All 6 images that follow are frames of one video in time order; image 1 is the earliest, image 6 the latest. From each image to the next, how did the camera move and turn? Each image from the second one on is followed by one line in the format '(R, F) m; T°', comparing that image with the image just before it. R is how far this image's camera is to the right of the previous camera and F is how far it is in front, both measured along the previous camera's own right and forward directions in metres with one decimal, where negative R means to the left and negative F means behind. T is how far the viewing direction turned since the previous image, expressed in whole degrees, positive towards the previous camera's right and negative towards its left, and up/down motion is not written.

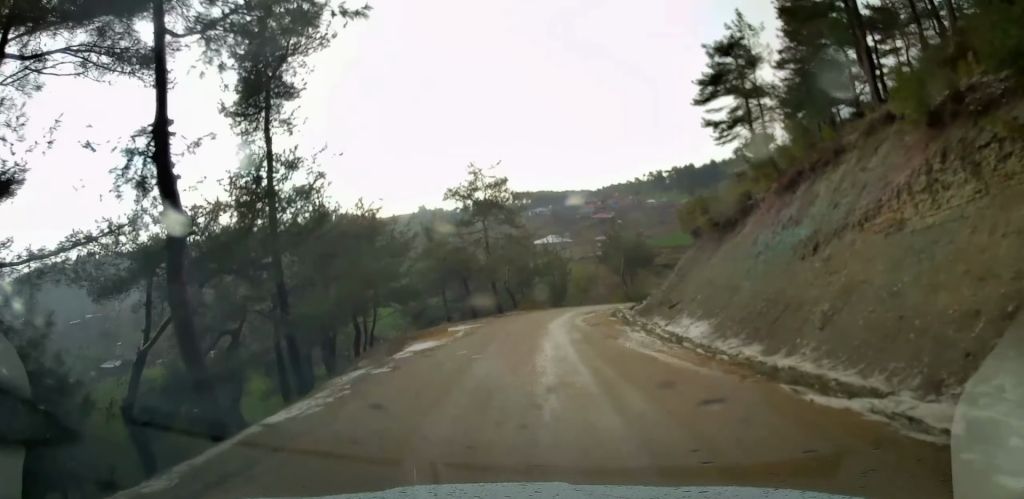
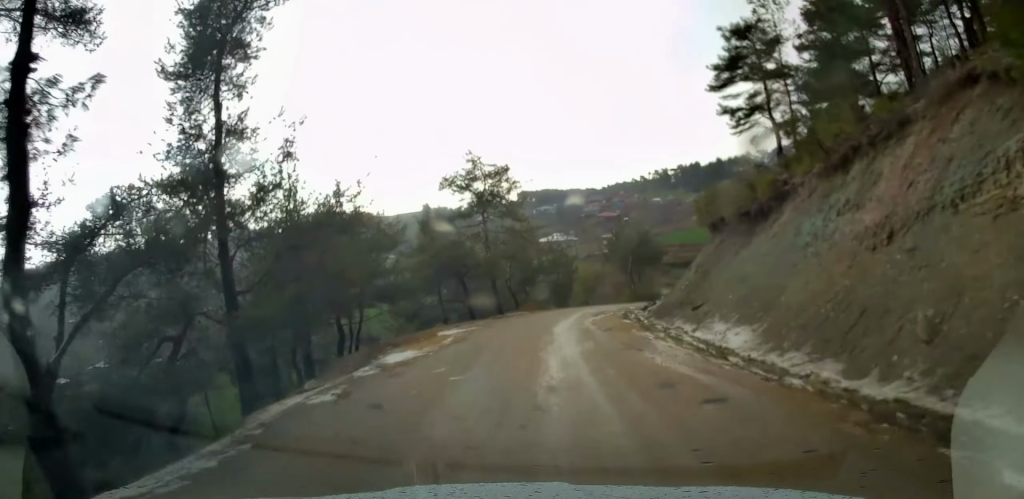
(+0.1, +3.4) m; -1°
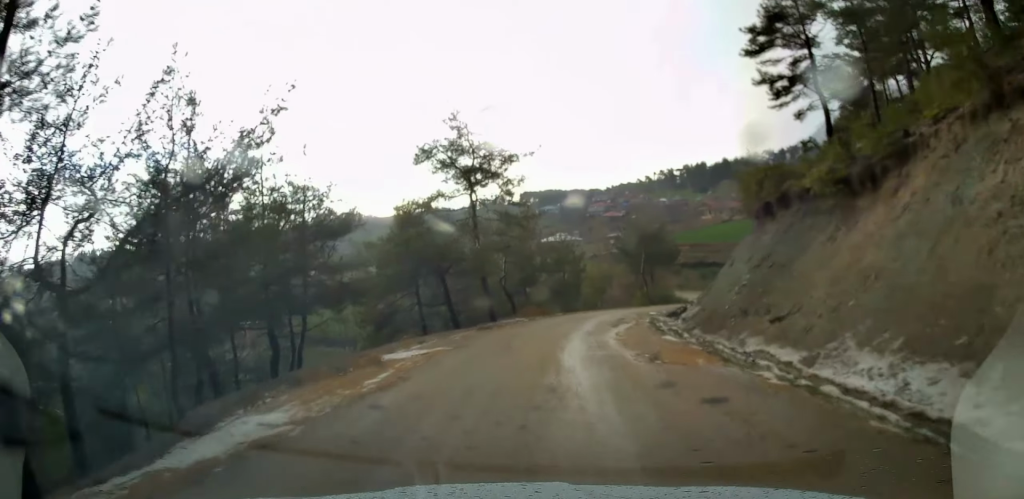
(-0.3, +7.7) m; -1°
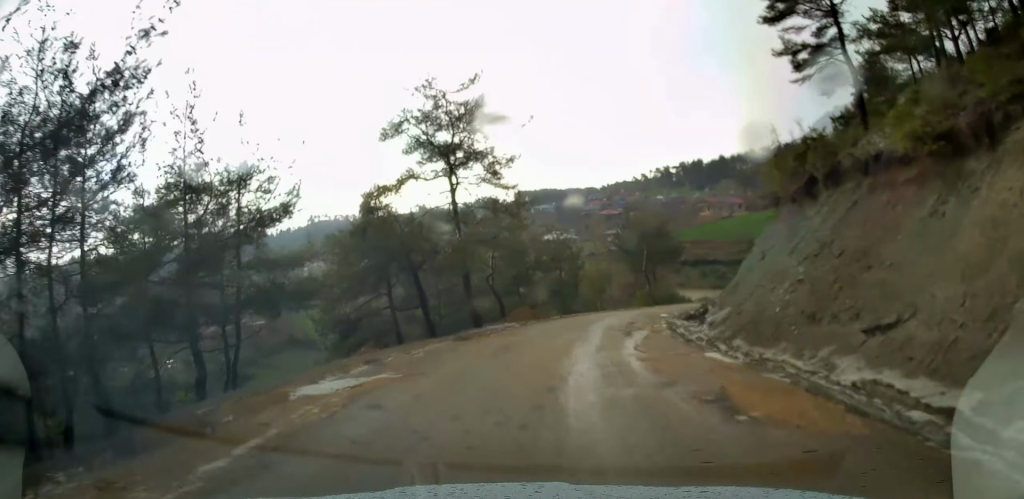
(+0.1, +4.8) m; +2°
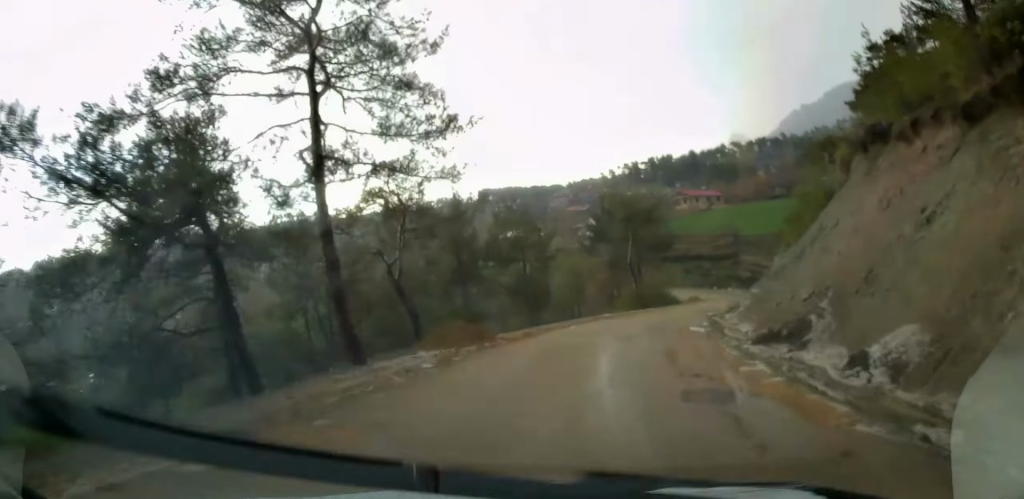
(+0.5, +12.8) m; +5°
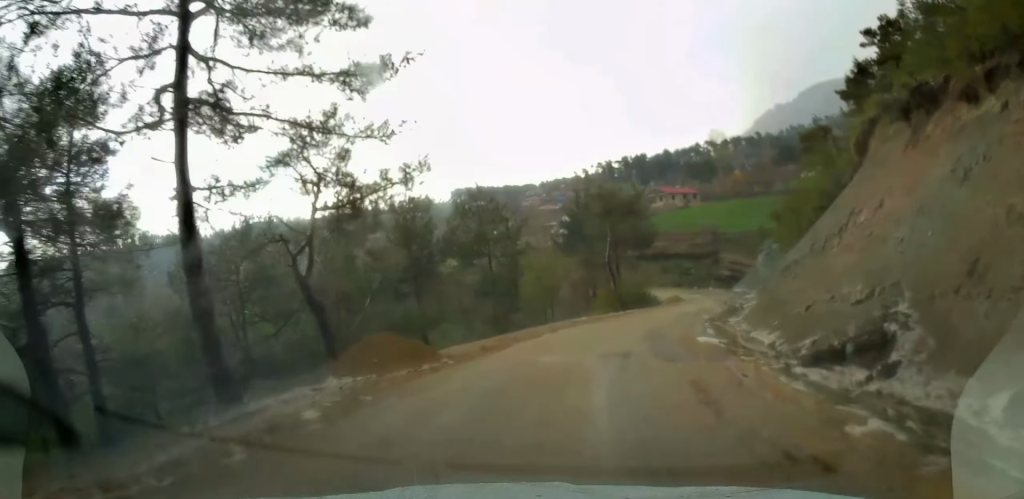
(0.0, +4.5) m; +3°
